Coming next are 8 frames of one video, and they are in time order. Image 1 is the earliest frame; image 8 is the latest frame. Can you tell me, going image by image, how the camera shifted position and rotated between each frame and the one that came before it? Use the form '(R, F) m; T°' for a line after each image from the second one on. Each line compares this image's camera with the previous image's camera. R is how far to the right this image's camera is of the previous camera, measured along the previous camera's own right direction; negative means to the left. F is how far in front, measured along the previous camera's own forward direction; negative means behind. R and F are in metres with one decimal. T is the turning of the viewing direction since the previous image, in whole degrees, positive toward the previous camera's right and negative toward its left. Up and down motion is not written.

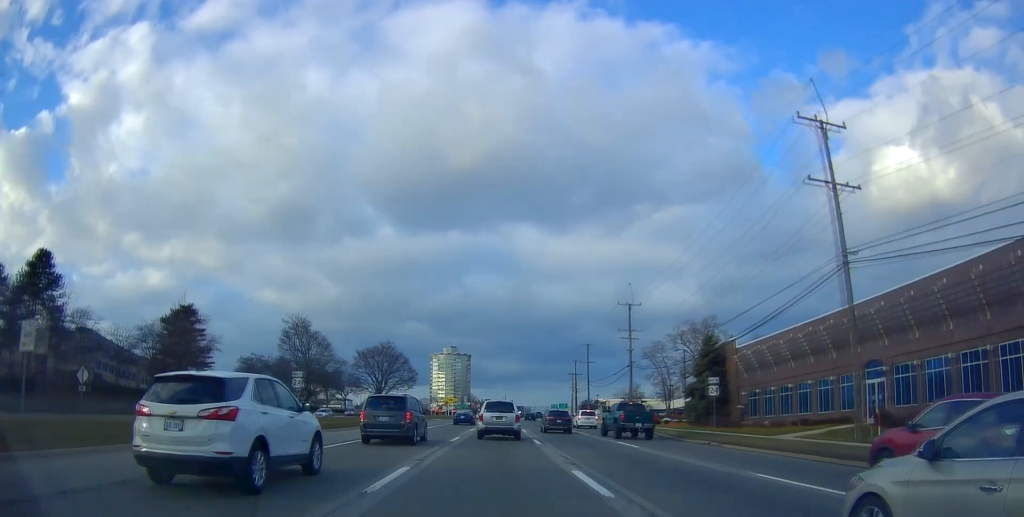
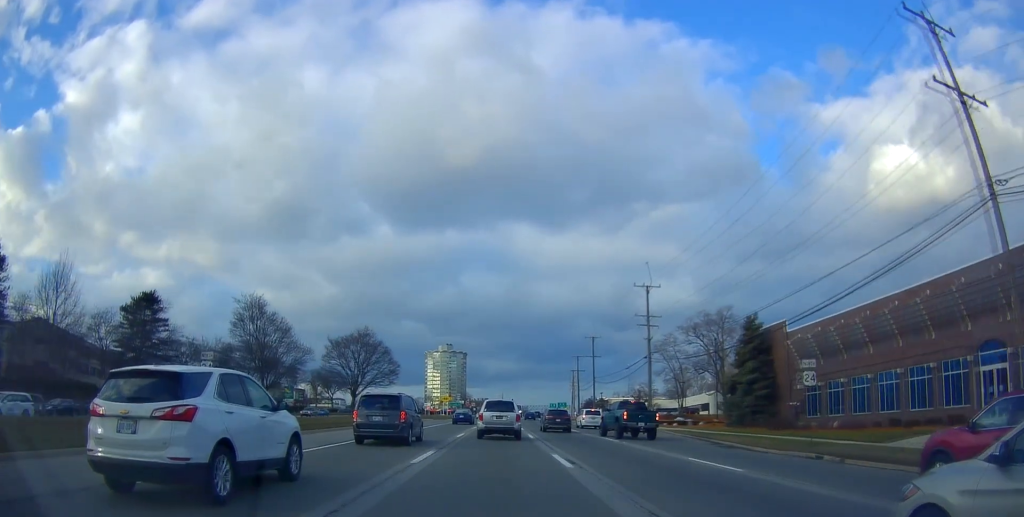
(-0.1, +10.9) m; +1°
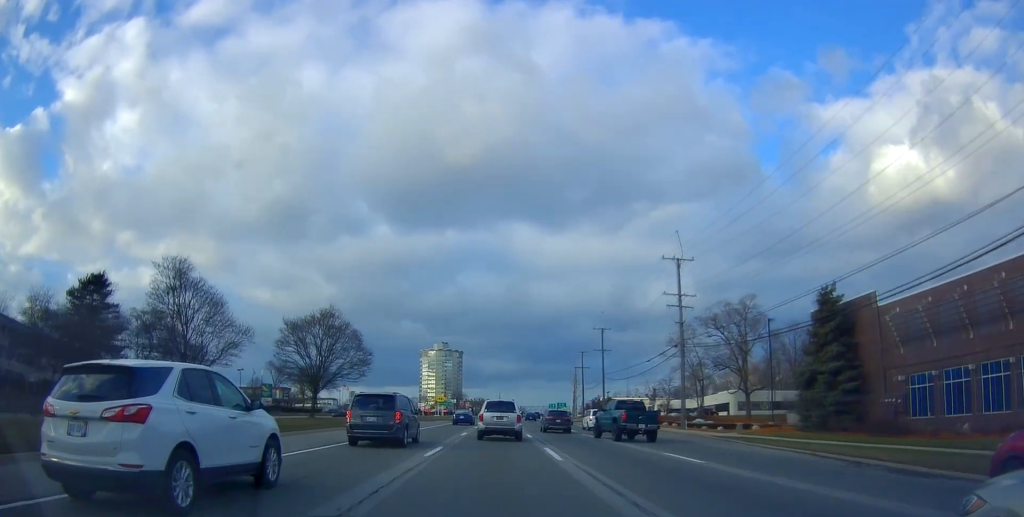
(+0.2, +12.6) m; 0°
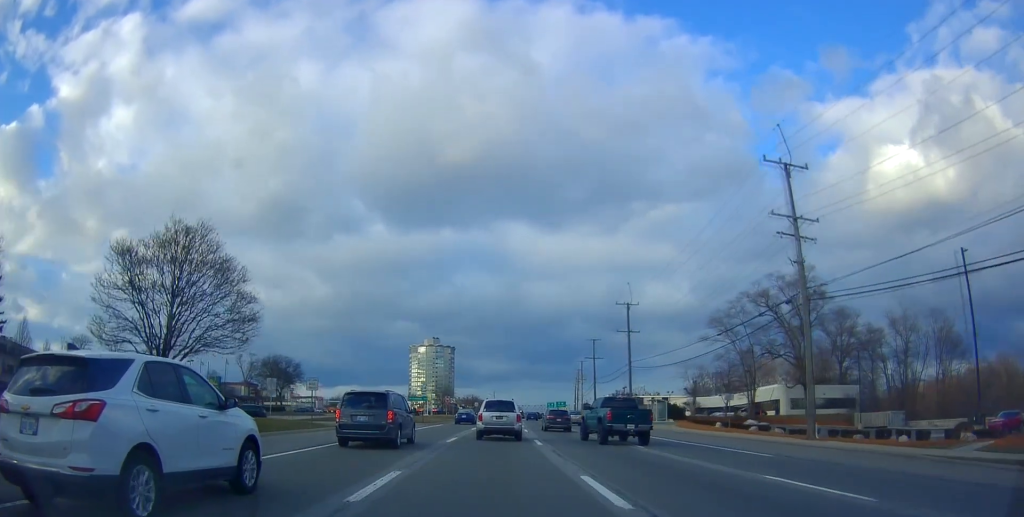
(-0.3, +23.1) m; 0°
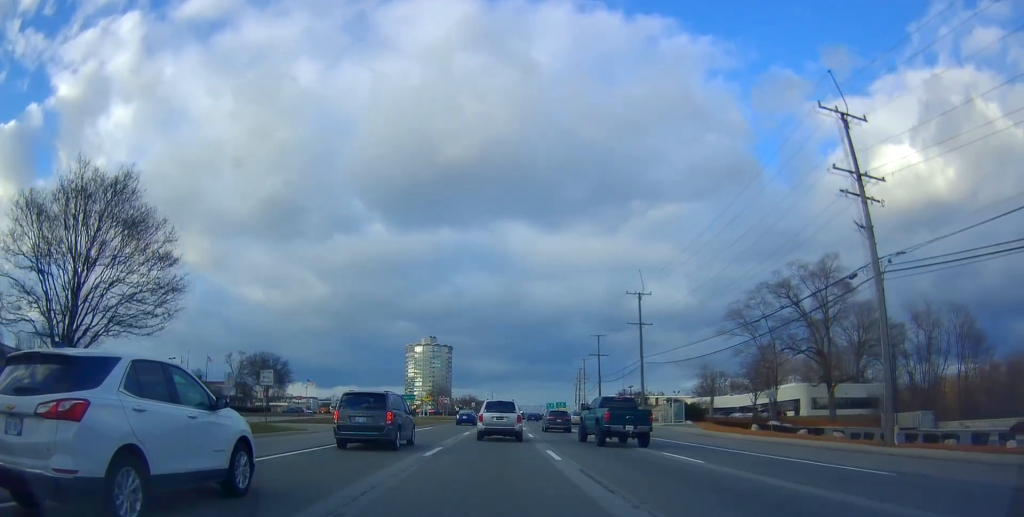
(+0.1, +7.1) m; 0°
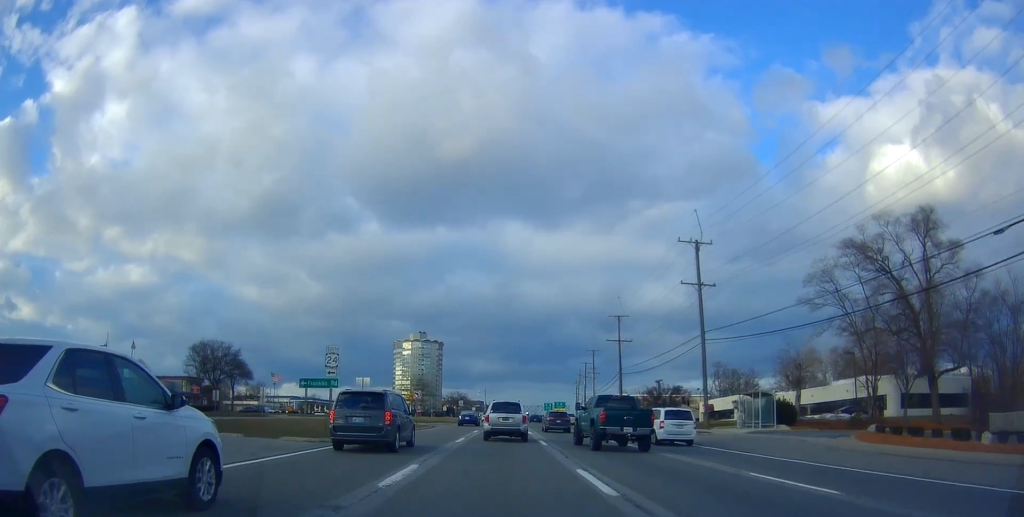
(0.0, +22.4) m; +1°
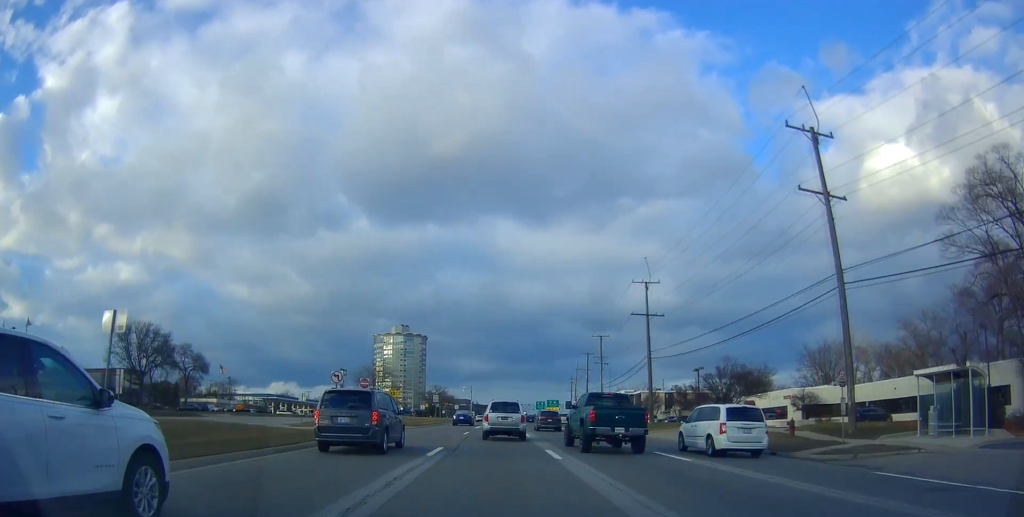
(+0.6, +21.8) m; 0°
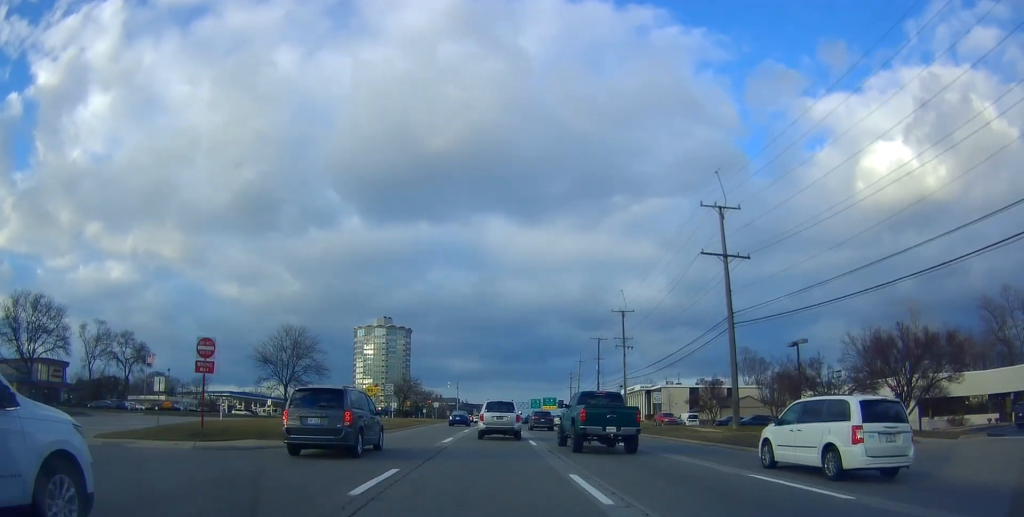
(-0.5, +24.7) m; +1°
